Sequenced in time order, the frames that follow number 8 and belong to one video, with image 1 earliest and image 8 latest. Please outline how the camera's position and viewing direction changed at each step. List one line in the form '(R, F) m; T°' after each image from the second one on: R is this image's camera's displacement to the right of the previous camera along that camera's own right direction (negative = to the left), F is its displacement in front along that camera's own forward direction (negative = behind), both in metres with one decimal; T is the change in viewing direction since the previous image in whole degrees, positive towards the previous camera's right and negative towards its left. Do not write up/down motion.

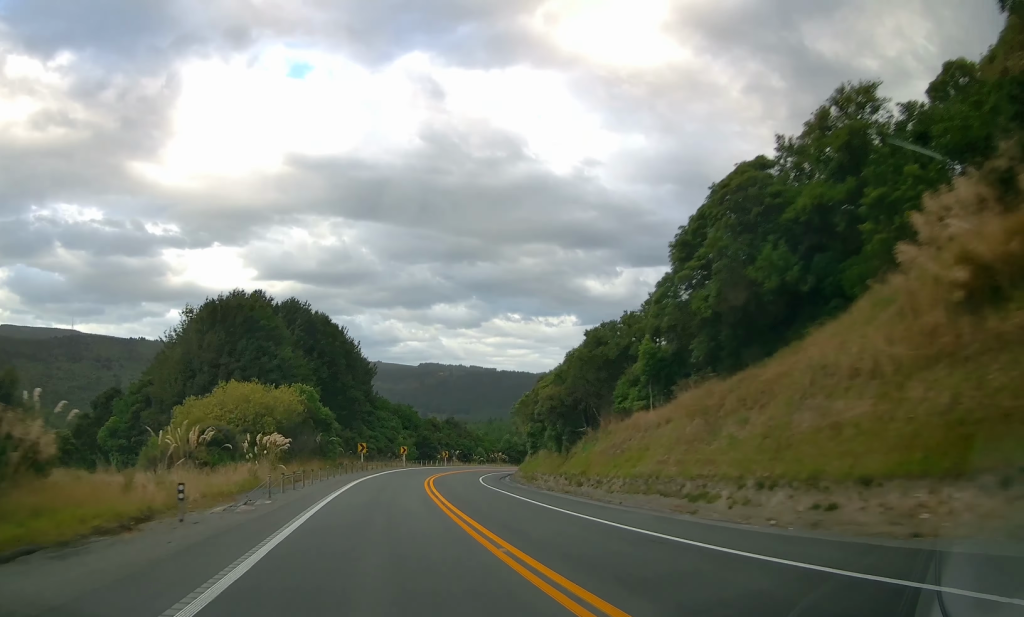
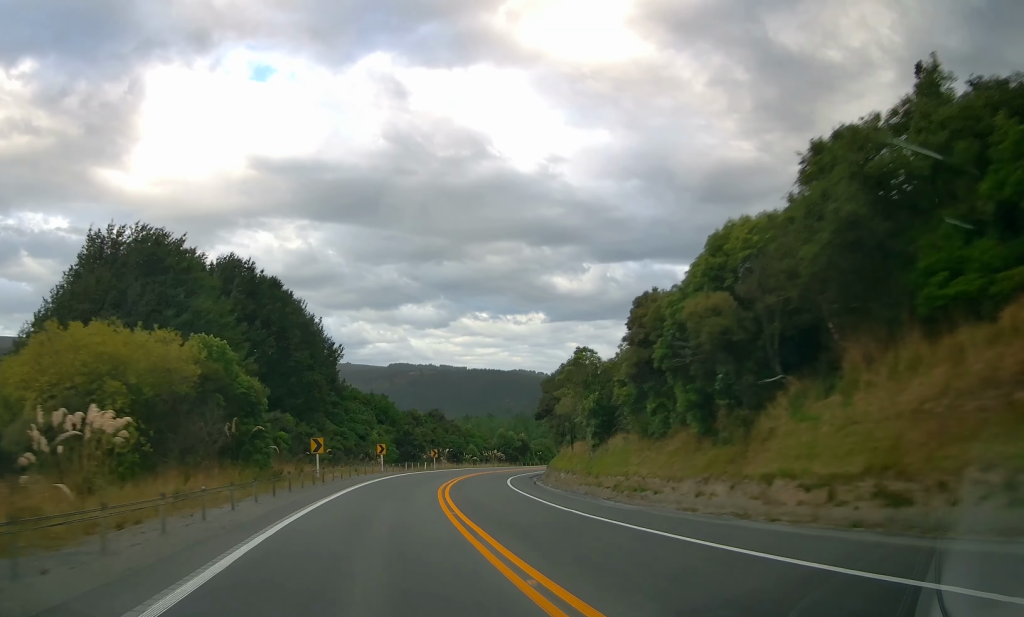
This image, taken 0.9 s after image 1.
(+0.4, +22.7) m; +4°
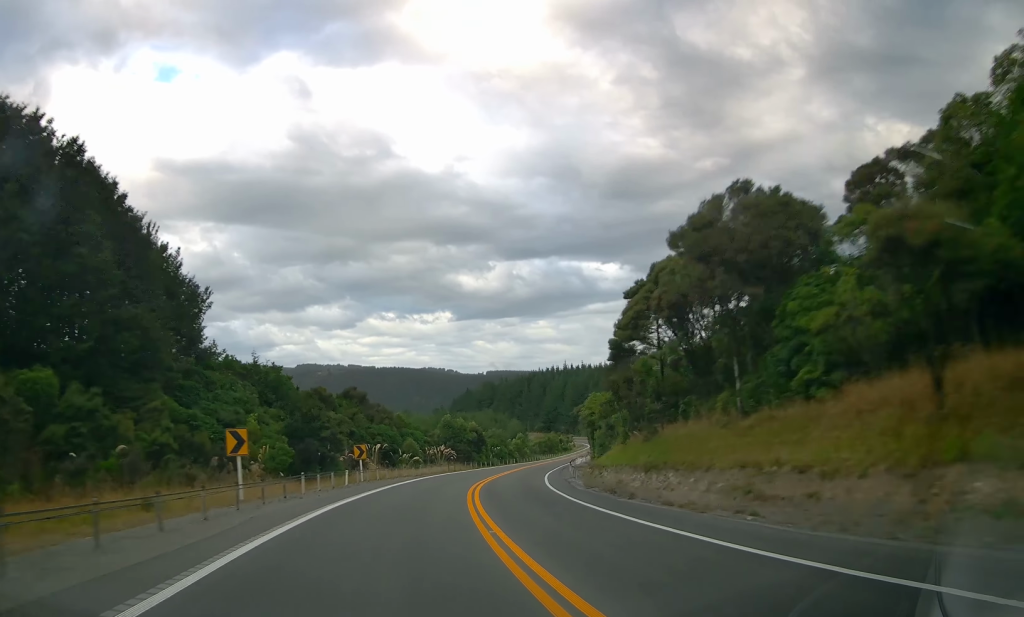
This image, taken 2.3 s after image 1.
(+2.4, +34.1) m; +8°
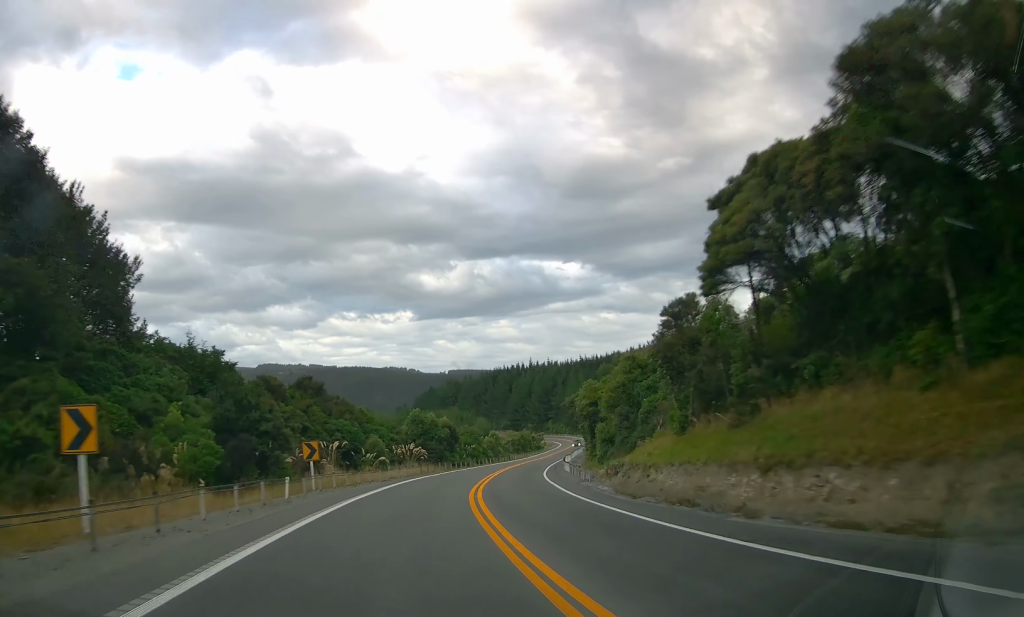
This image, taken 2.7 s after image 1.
(+0.2, +10.0) m; +2°
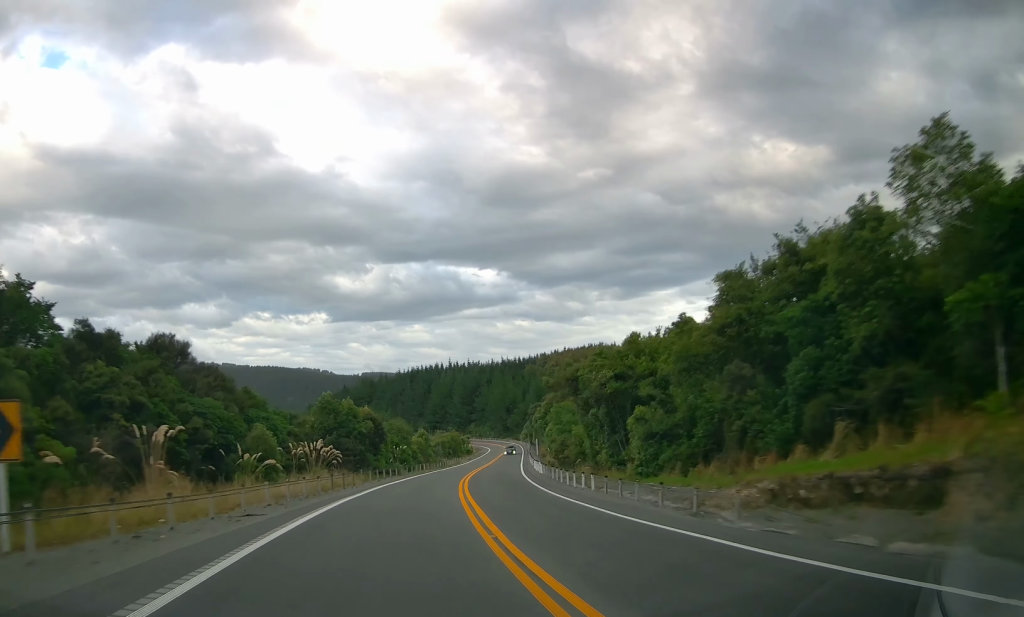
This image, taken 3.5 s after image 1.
(+0.4, +21.7) m; +4°
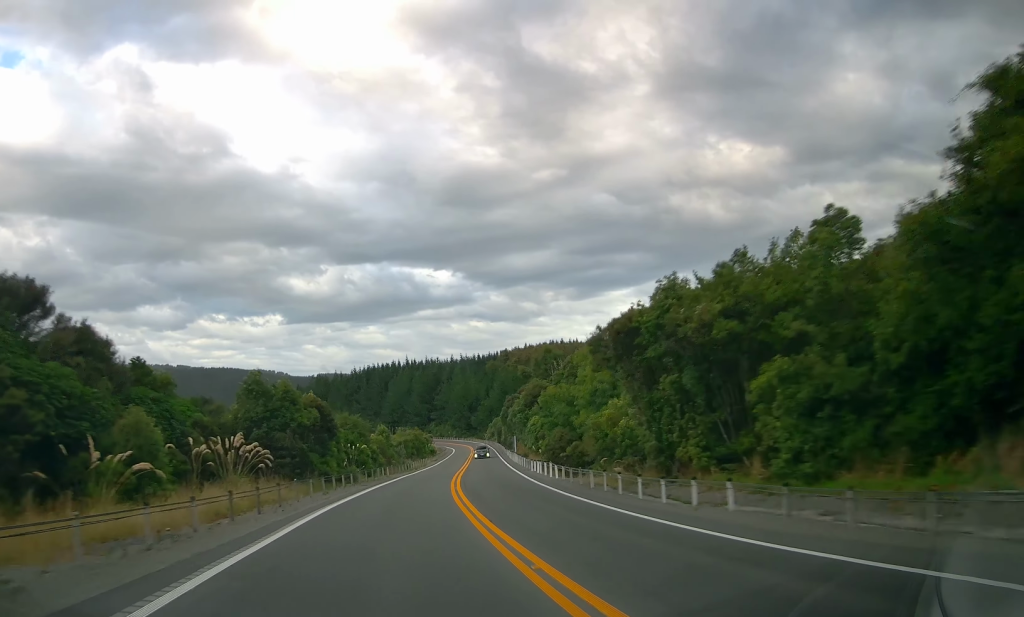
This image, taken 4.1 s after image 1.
(+0.6, +14.2) m; +4°
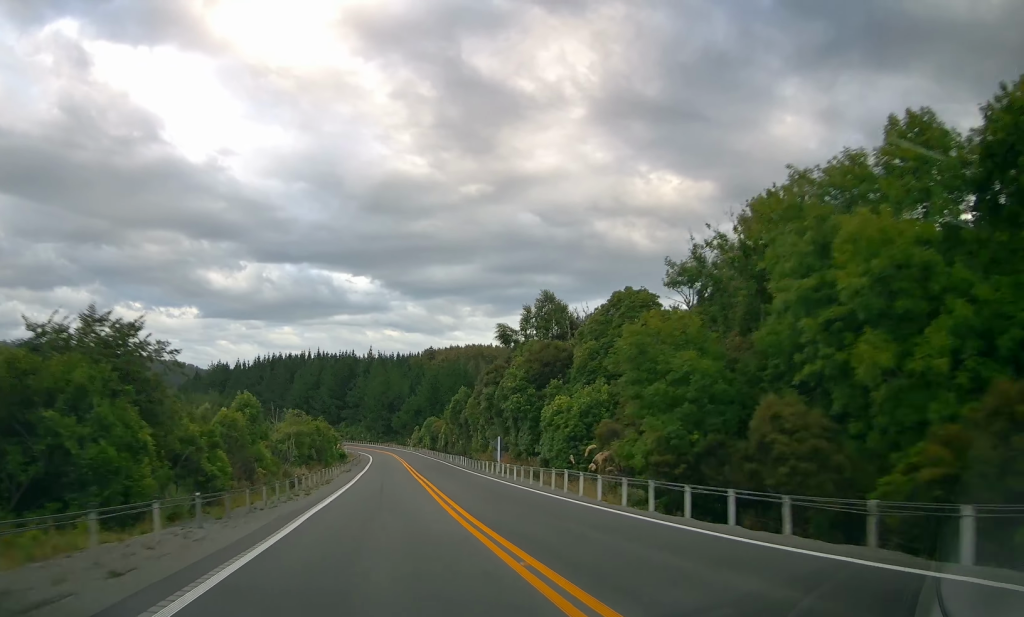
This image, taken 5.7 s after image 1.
(+3.6, +40.3) m; +10°
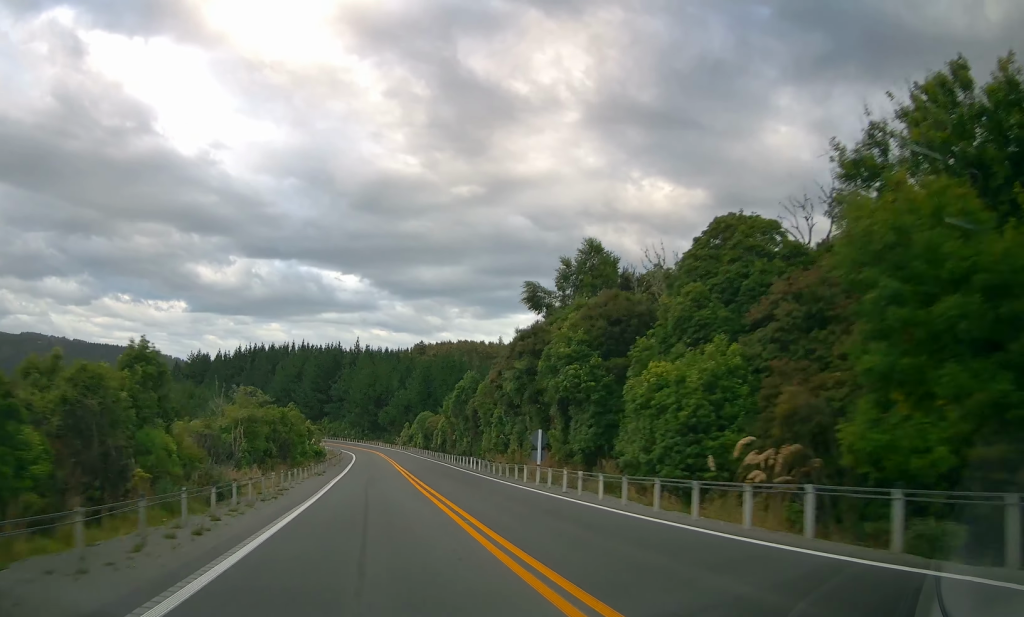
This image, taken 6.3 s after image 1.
(+0.4, +15.3) m; +3°
